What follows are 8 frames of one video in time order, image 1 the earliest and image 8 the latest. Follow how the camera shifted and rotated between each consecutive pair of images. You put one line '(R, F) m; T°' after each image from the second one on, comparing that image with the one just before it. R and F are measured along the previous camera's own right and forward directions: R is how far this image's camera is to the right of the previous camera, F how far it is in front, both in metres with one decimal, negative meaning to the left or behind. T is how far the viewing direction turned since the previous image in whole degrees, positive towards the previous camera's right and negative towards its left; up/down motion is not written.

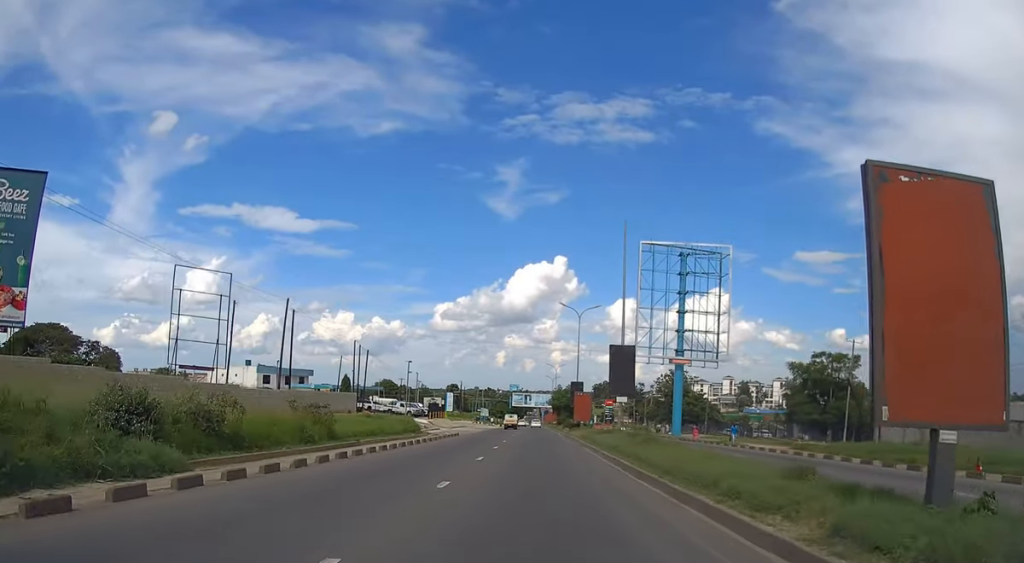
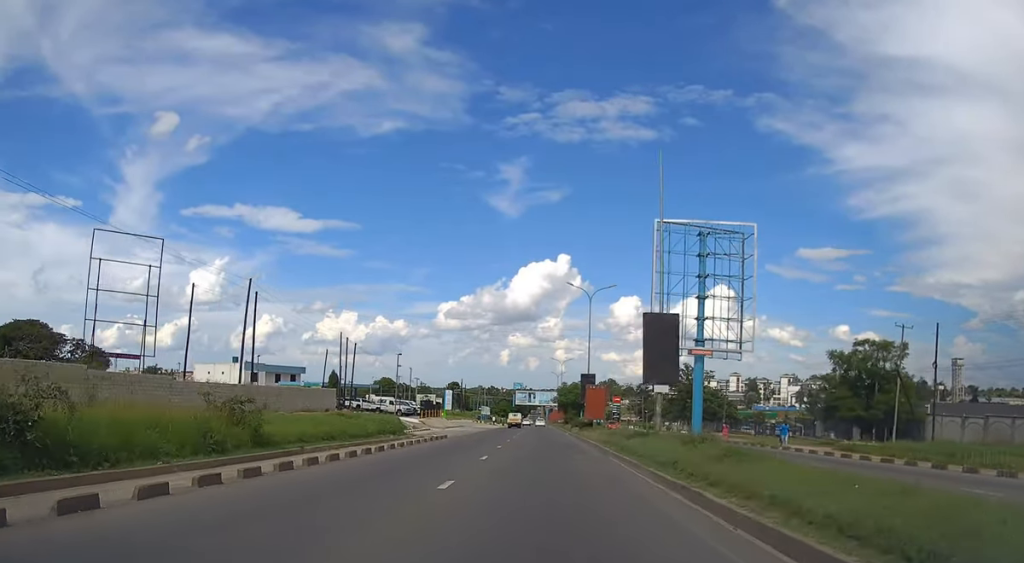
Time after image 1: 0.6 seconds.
(0.0, +9.4) m; 0°
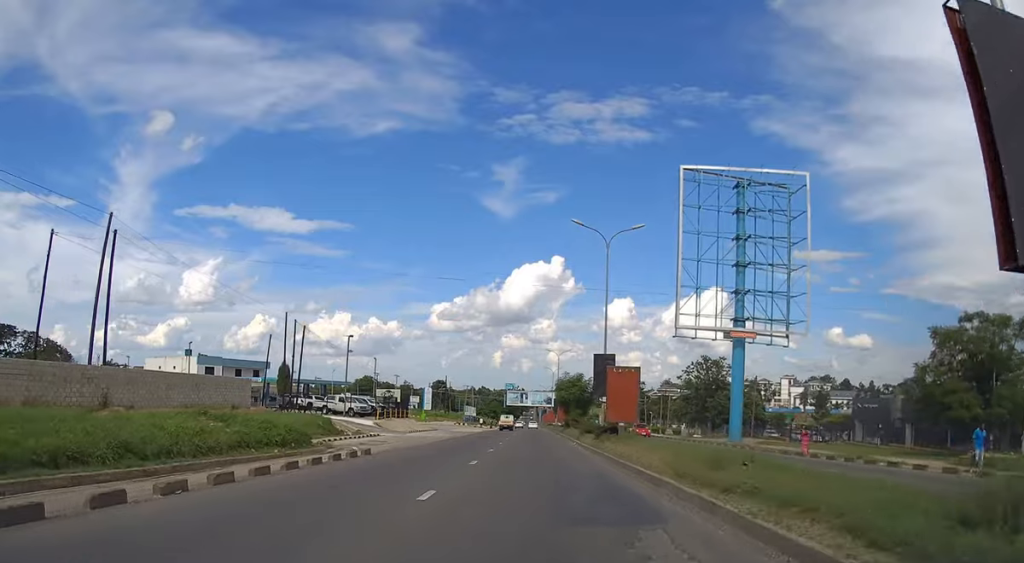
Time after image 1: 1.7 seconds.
(0.0, +19.2) m; 0°
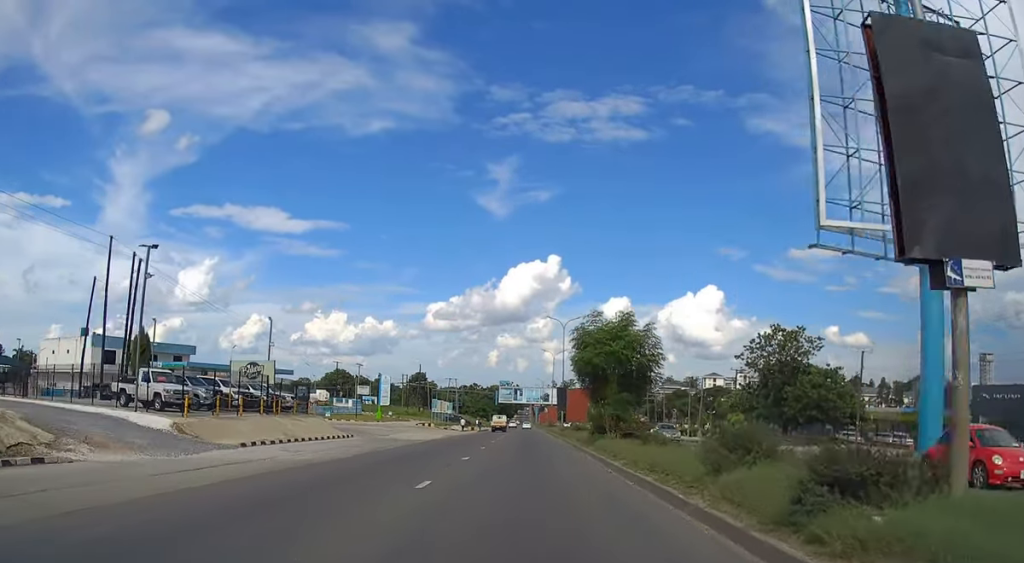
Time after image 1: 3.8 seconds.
(+0.1, +34.0) m; 0°
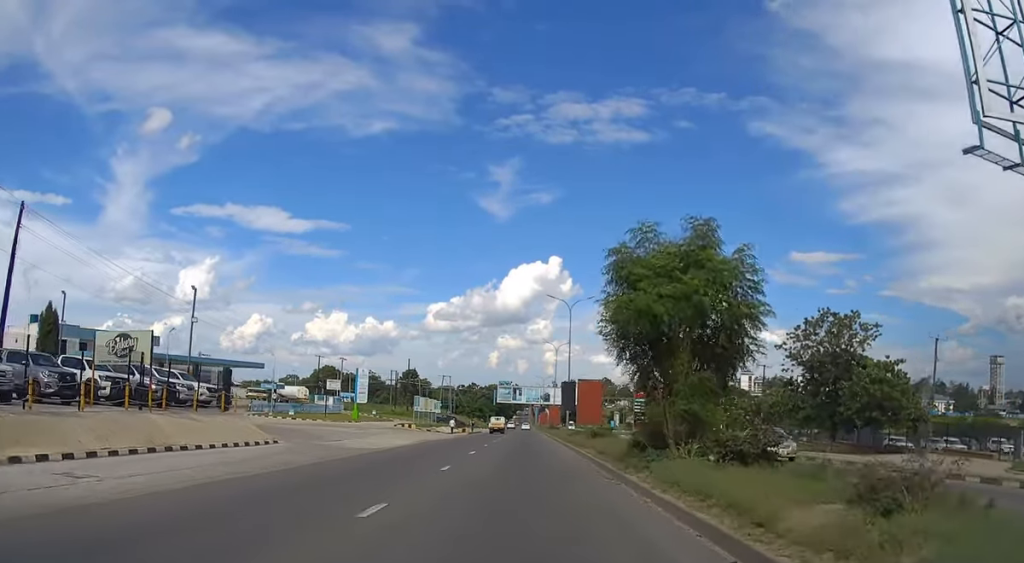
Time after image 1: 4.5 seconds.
(0.0, +12.7) m; +1°
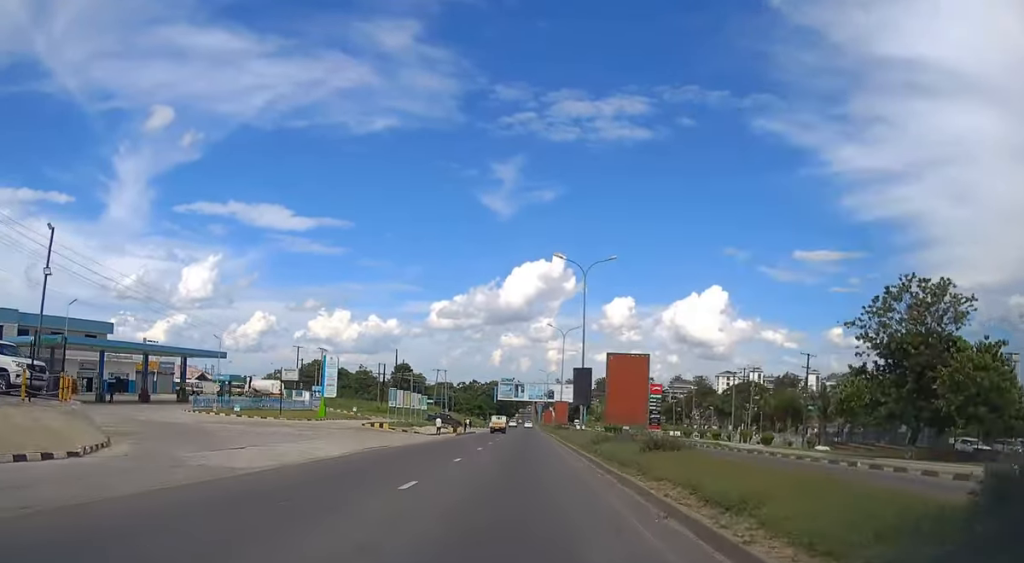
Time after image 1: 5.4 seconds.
(+0.1, +14.0) m; 0°
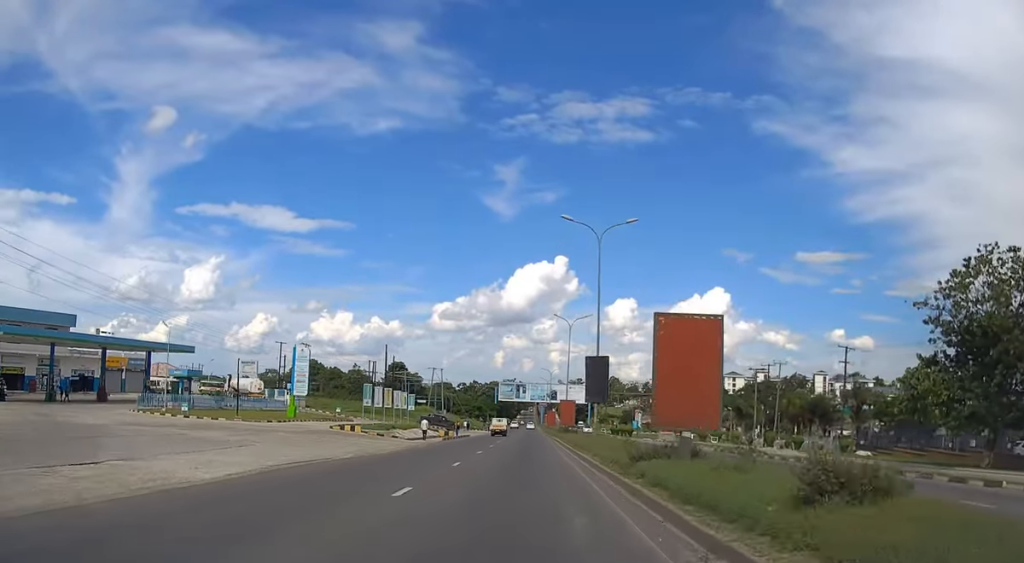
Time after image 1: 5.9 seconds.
(-0.1, +9.4) m; 0°
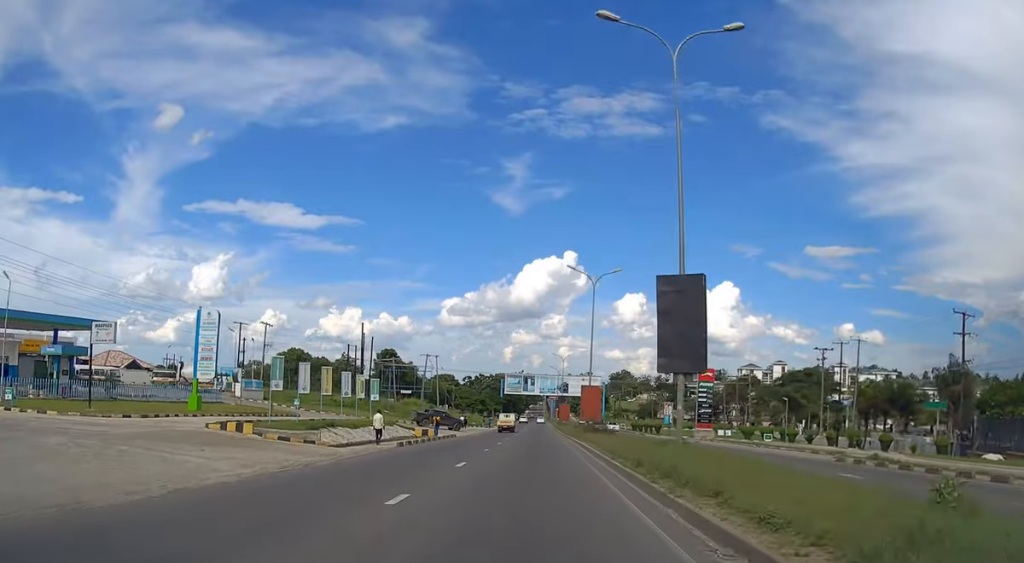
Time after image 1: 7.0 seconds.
(-0.1, +19.5) m; 0°
